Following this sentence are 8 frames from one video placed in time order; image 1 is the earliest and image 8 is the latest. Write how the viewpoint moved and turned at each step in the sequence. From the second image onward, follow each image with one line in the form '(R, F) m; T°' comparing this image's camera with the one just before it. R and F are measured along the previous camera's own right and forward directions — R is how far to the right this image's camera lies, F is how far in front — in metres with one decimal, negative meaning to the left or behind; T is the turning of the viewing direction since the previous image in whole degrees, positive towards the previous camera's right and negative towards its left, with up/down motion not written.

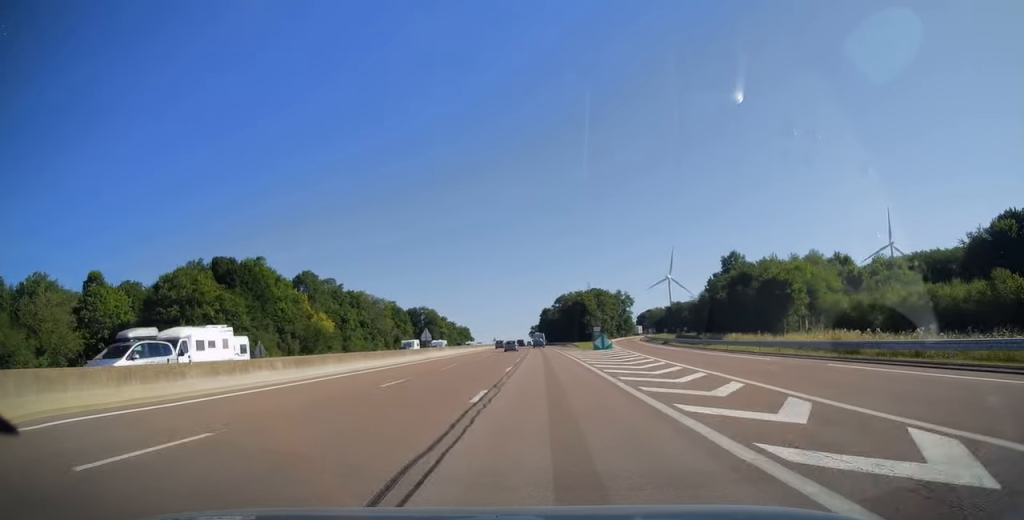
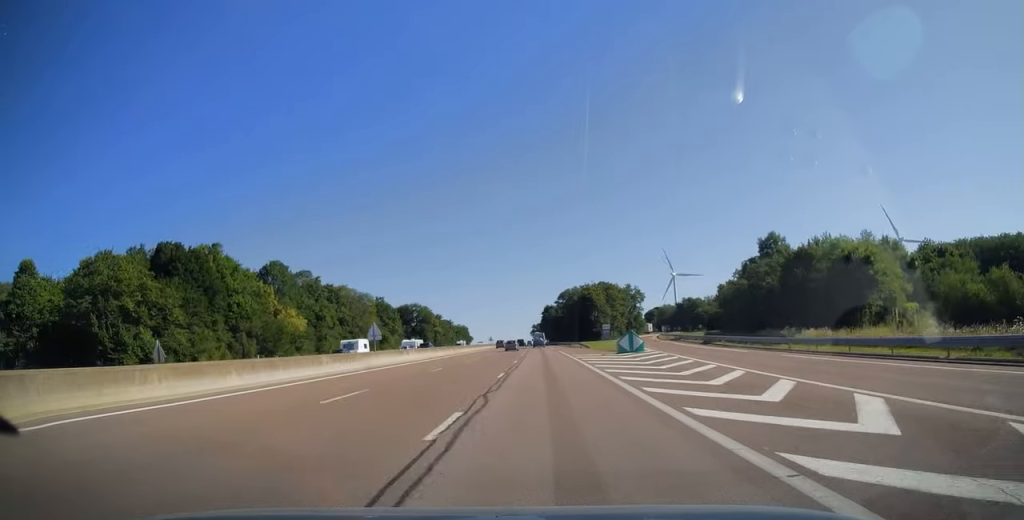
(0.0, +18.2) m; 0°
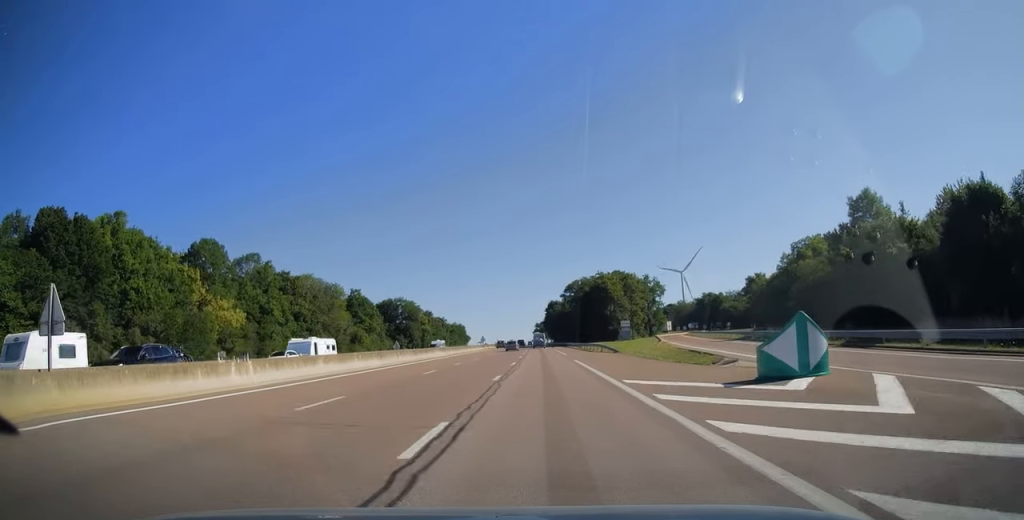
(0.0, +27.8) m; 0°
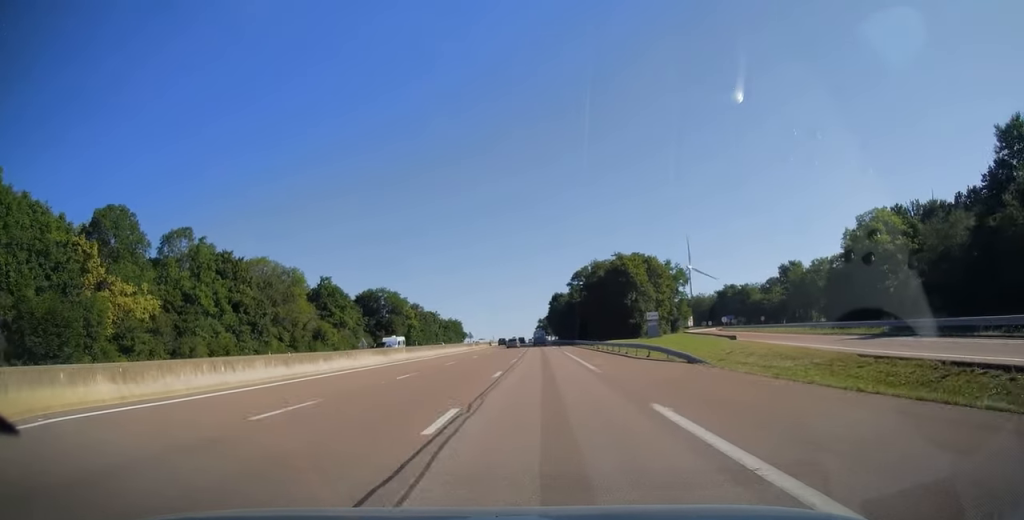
(-0.1, +24.9) m; 0°
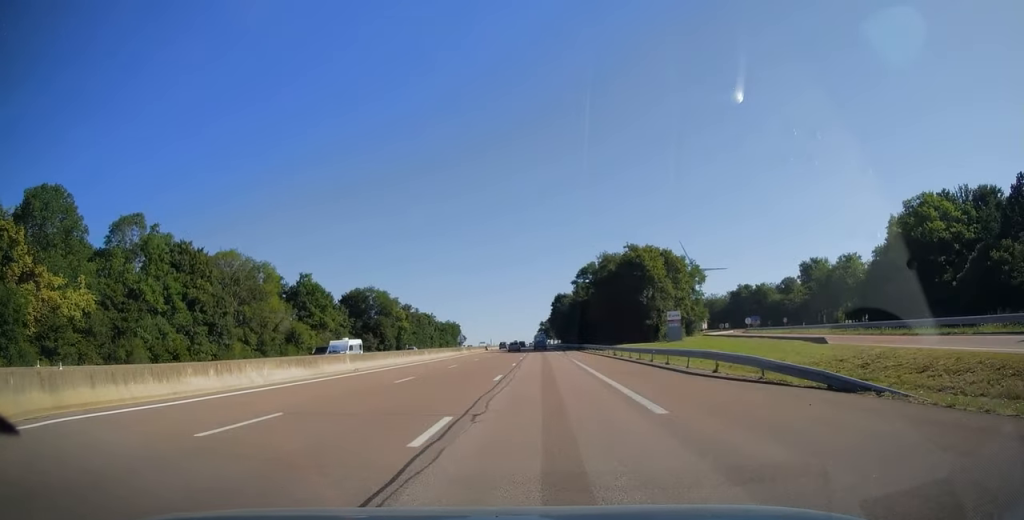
(0.0, +13.2) m; 0°
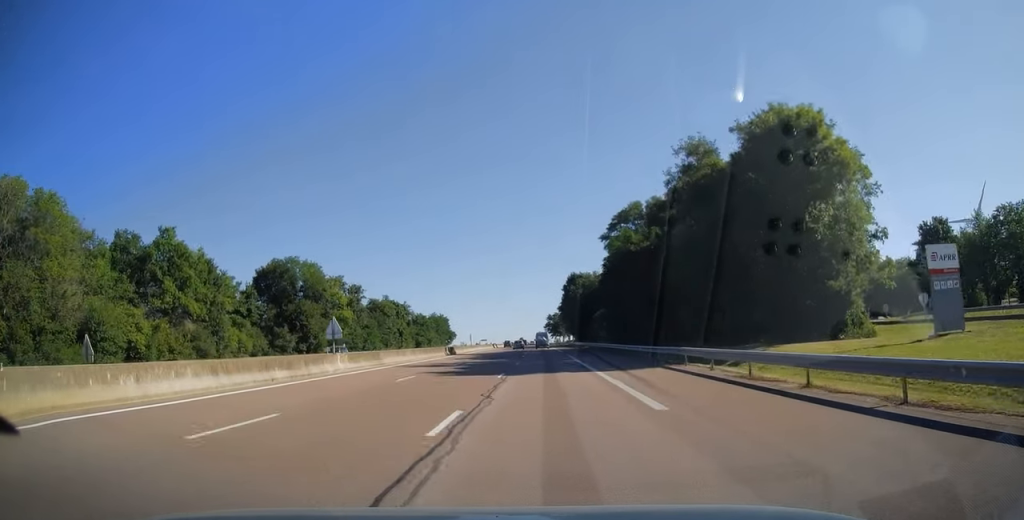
(-0.1, +51.7) m; 0°
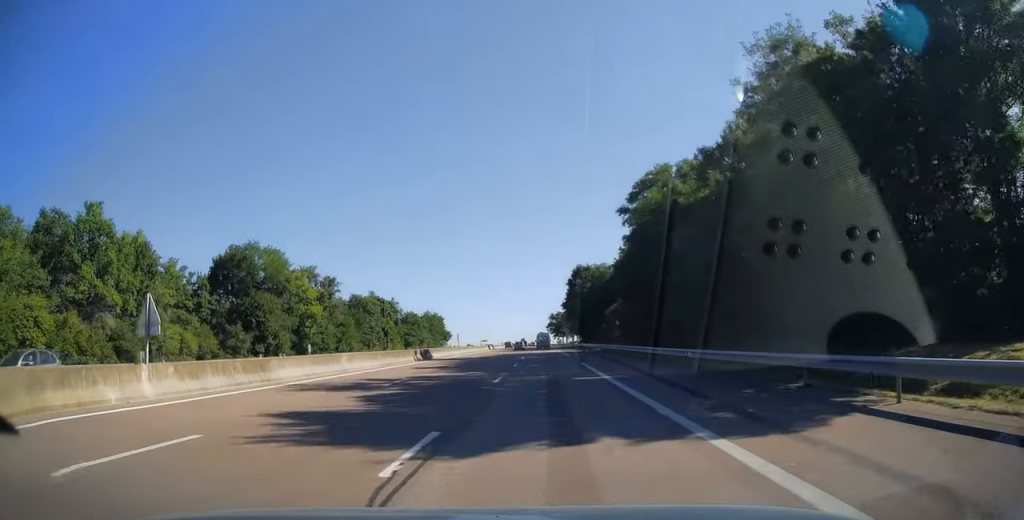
(0.0, +15.7) m; 0°
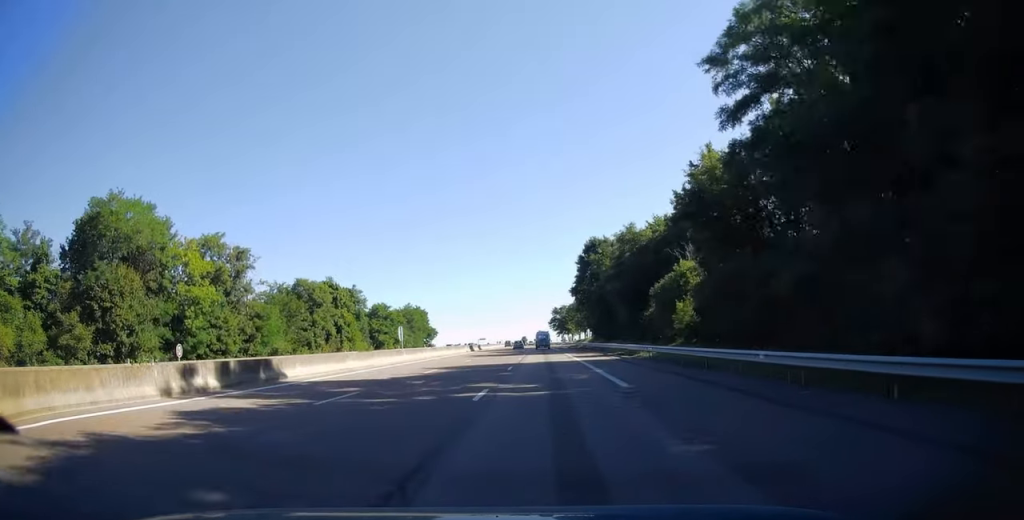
(-0.2, +31.9) m; -1°
